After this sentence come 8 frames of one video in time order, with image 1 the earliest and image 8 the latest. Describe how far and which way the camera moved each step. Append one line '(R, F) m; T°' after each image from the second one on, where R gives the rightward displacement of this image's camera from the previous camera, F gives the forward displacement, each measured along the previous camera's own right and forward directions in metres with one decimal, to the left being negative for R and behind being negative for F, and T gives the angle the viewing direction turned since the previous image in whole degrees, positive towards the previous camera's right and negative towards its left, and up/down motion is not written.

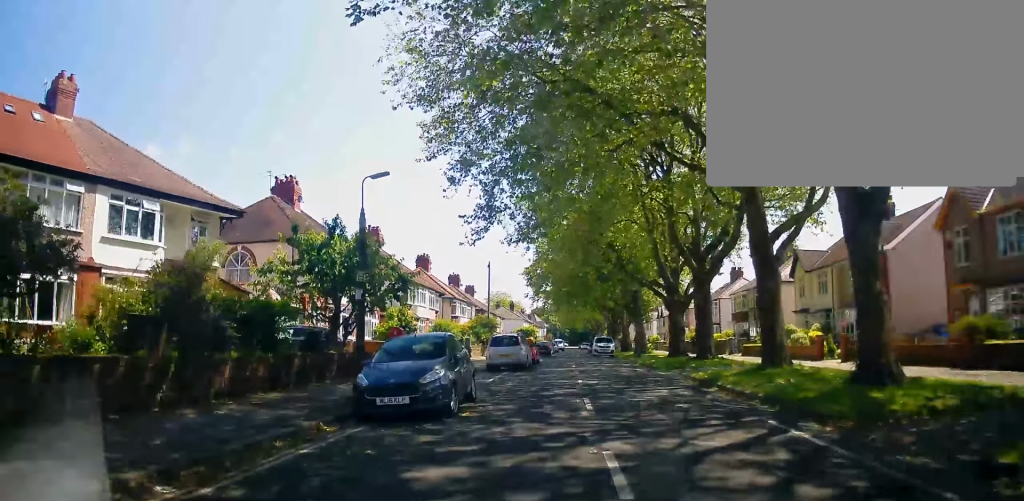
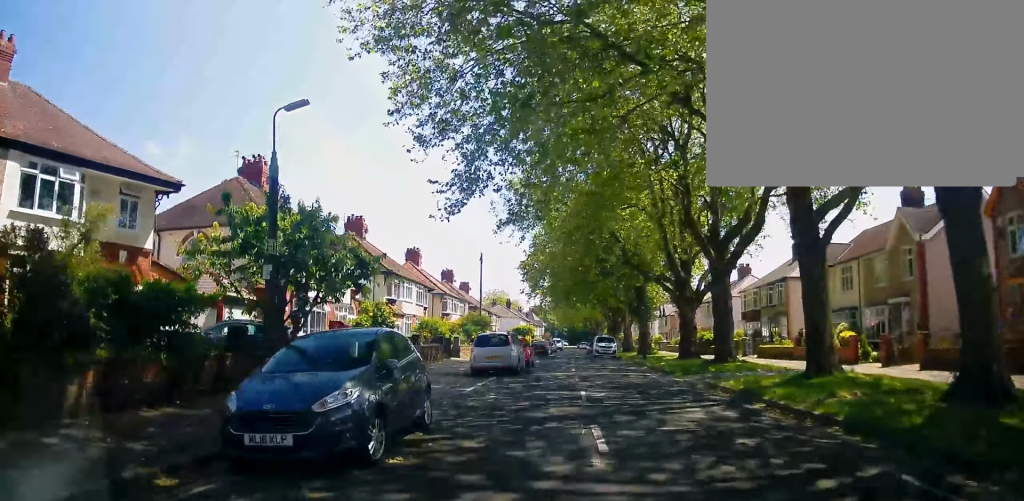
(0.0, +4.0) m; -1°
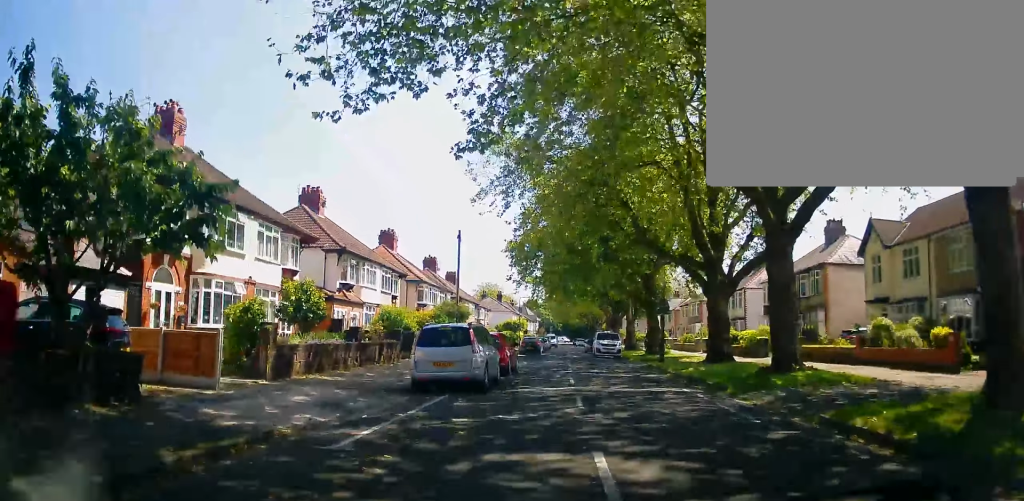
(-0.2, +8.0) m; -4°
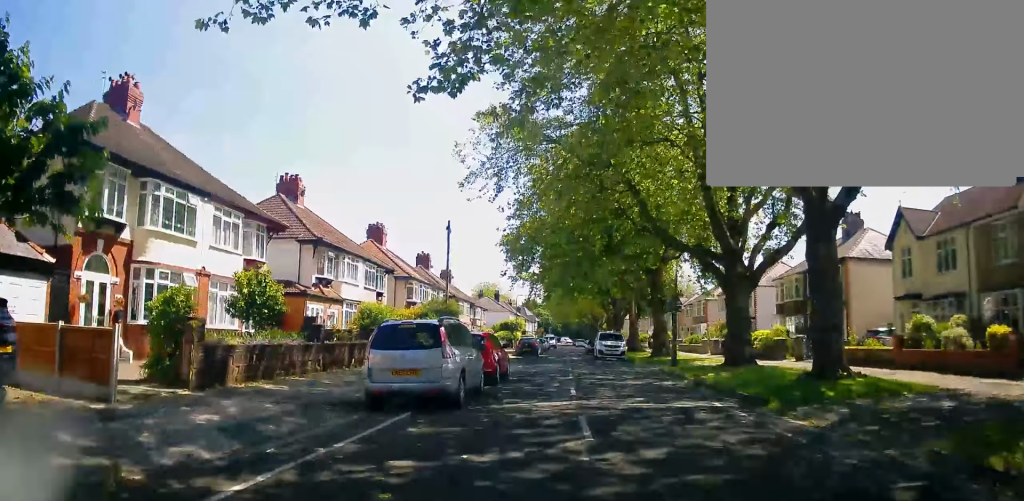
(-0.2, +3.3) m; 0°
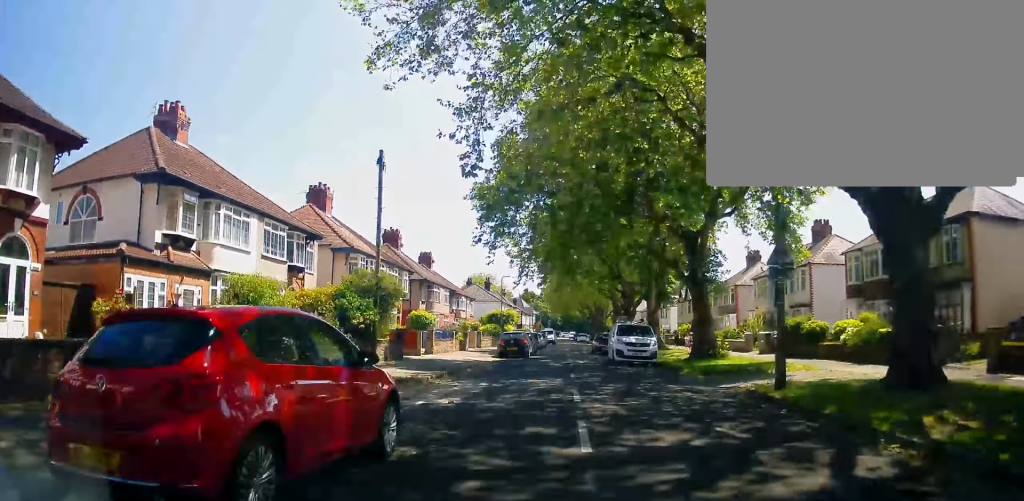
(+0.6, +12.9) m; +6°
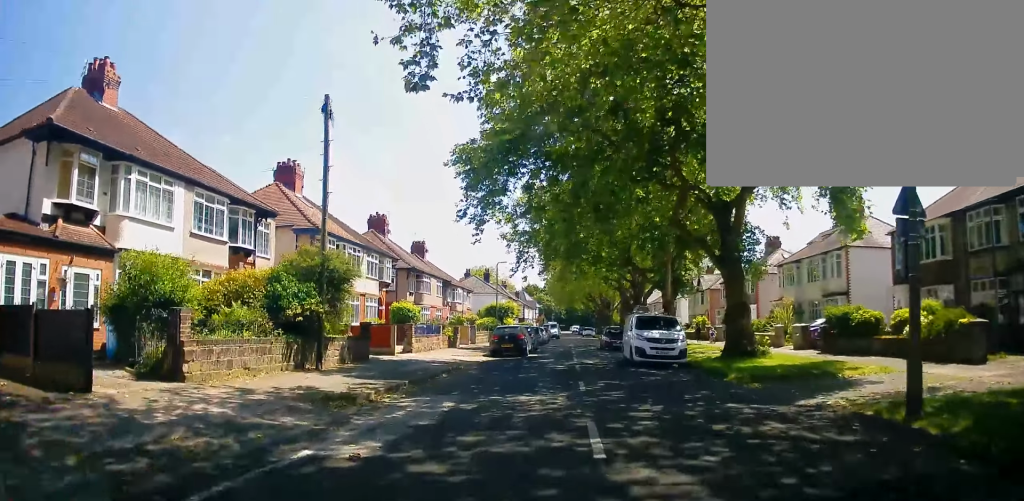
(0.0, +5.4) m; +2°
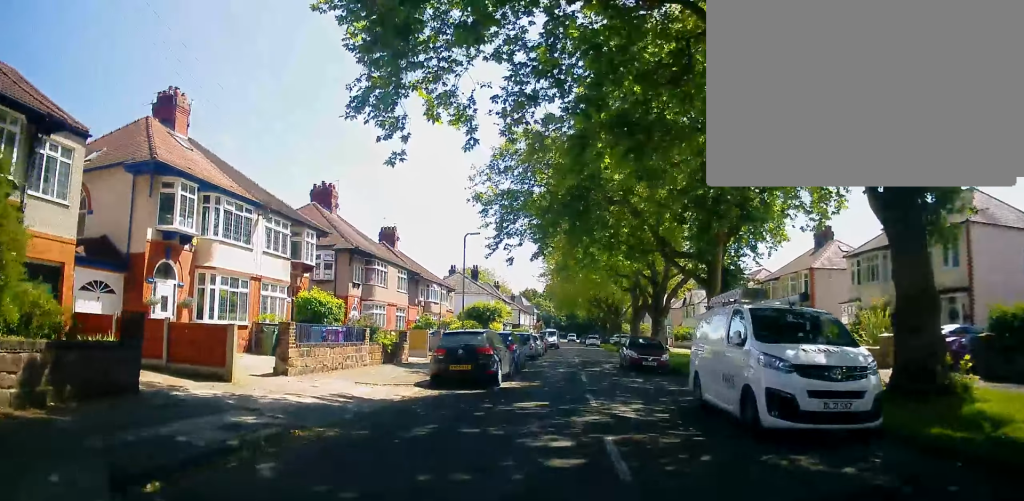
(-0.1, +13.0) m; -4°
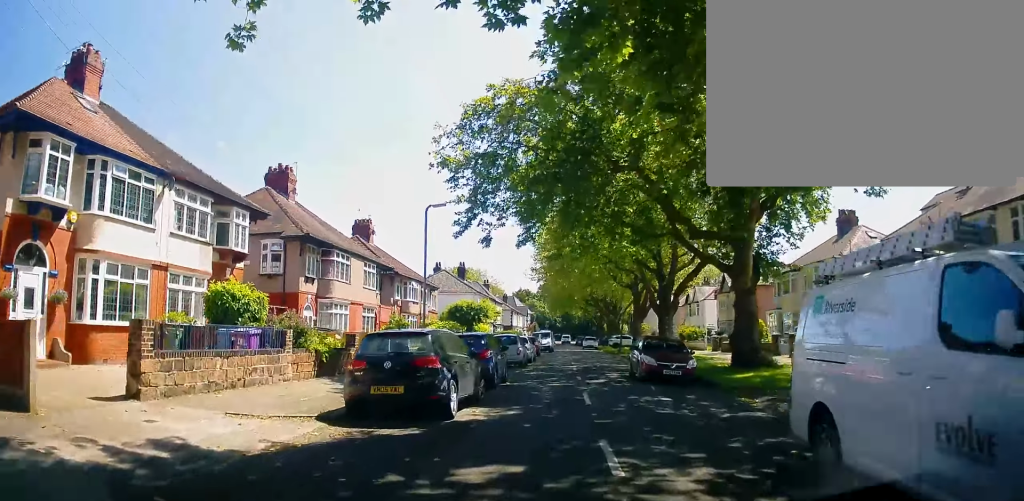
(0.0, +5.7) m; +3°
